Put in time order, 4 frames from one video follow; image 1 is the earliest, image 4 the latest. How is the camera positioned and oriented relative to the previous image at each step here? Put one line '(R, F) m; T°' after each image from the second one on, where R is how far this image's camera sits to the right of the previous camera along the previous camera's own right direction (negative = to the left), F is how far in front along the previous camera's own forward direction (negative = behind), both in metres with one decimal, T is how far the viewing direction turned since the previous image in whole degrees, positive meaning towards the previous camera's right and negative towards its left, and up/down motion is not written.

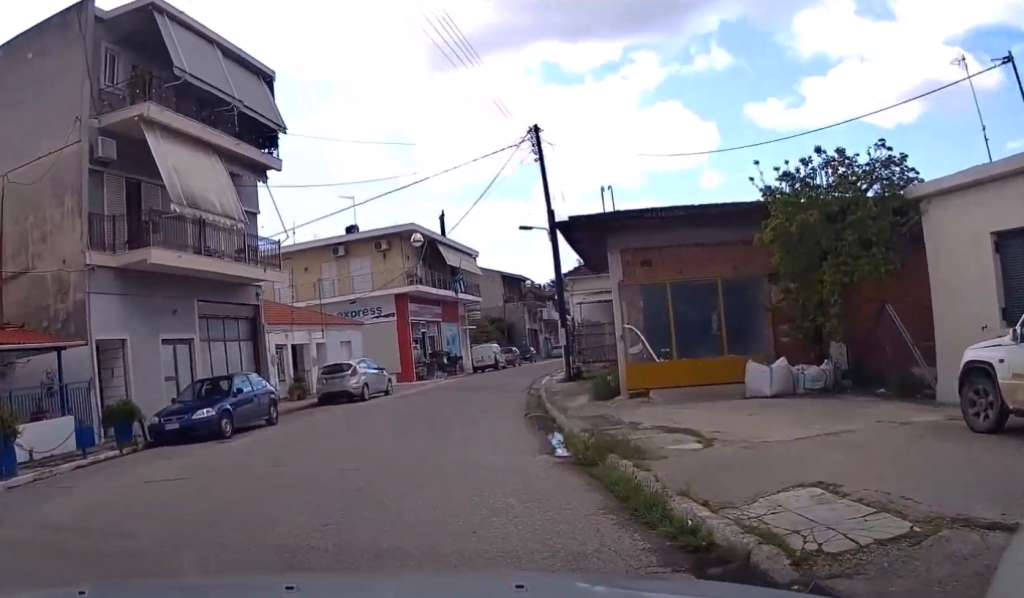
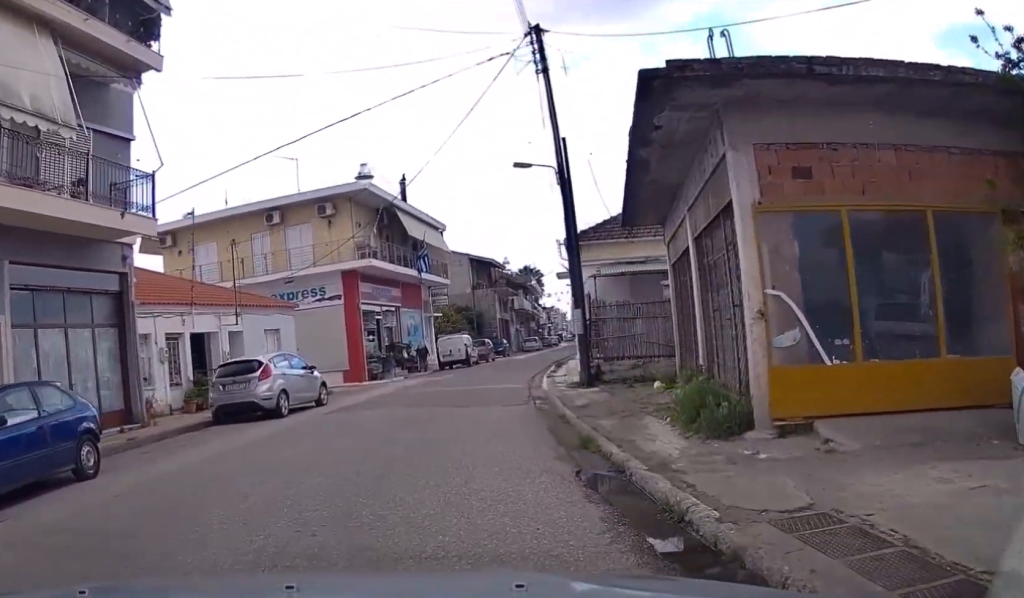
(+0.4, +8.8) m; +2°
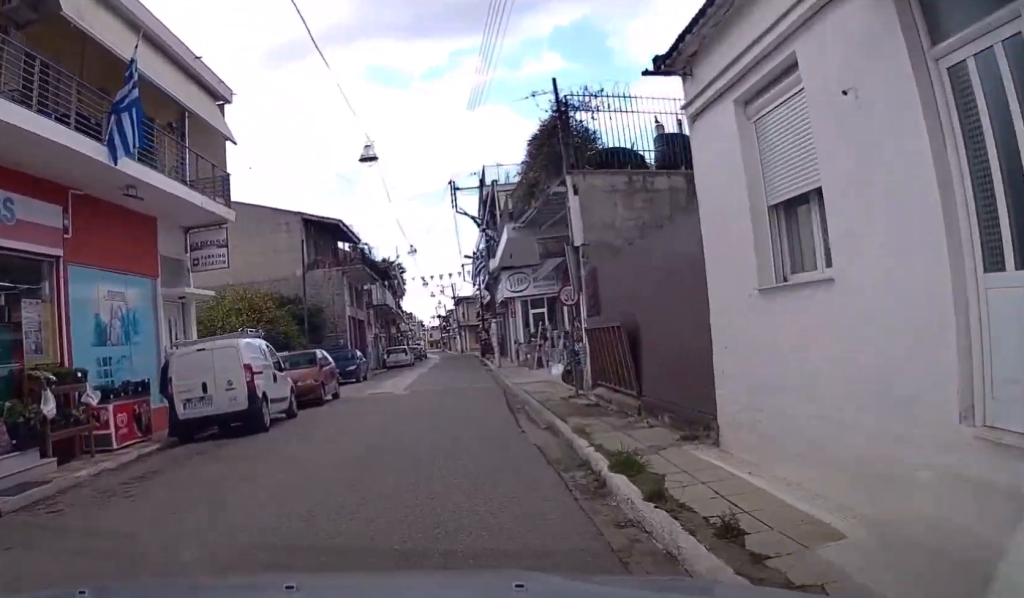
(+1.0, +25.3) m; +9°
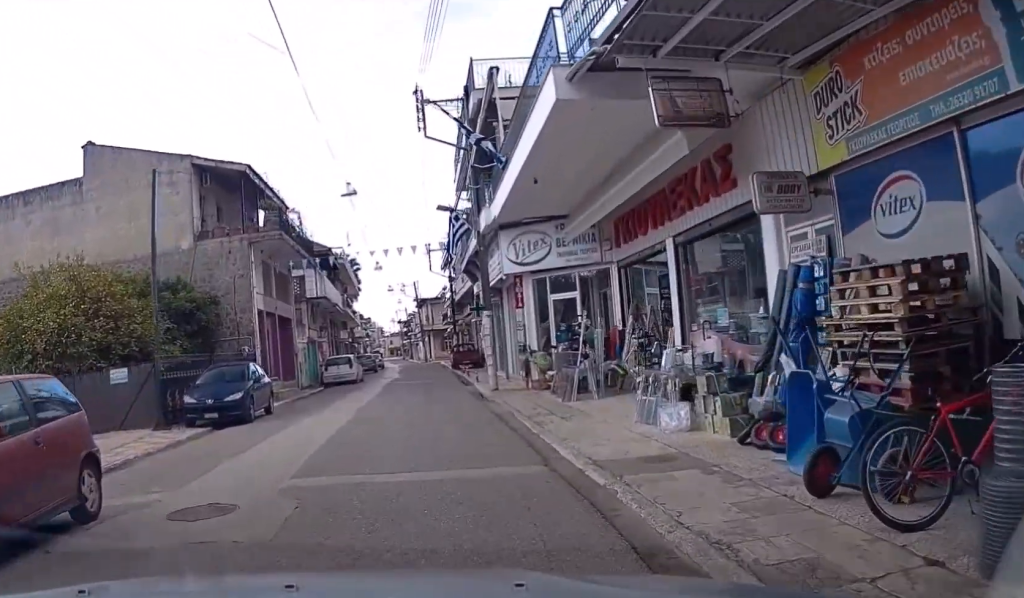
(+1.0, +13.9) m; +6°
